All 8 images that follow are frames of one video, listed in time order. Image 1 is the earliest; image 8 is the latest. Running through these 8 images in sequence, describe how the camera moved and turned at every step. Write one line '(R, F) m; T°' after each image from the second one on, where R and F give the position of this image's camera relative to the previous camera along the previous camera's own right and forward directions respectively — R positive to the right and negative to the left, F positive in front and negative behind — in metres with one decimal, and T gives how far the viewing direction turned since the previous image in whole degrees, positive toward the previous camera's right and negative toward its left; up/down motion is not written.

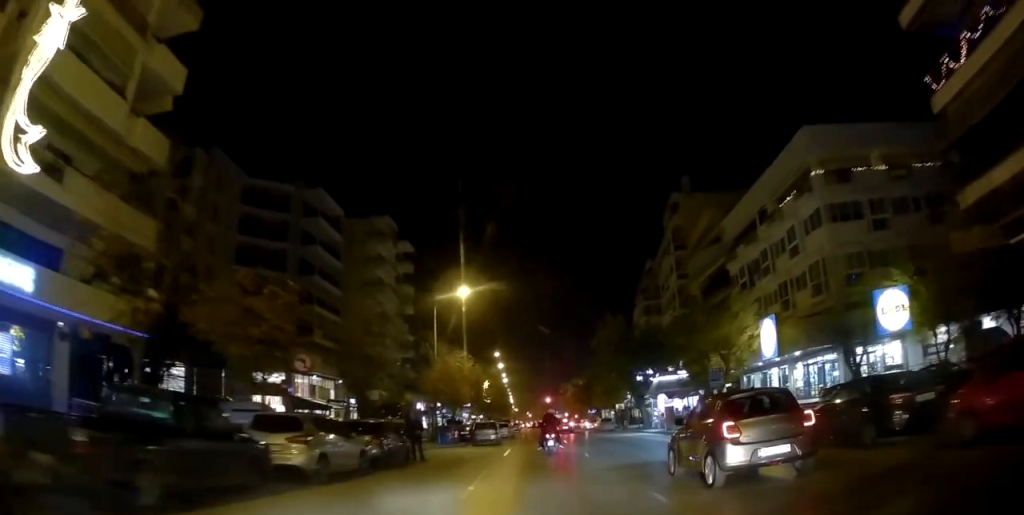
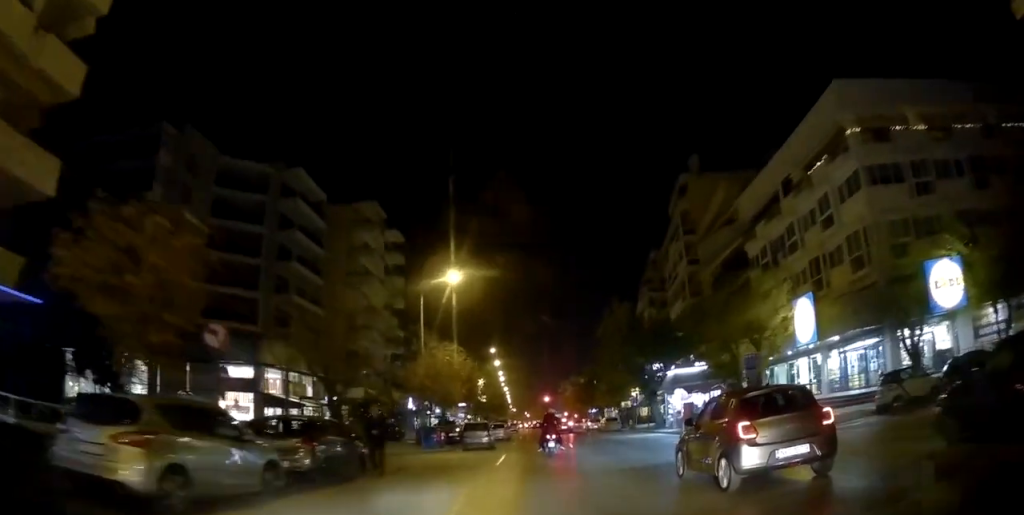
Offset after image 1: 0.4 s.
(-0.3, +5.1) m; -1°
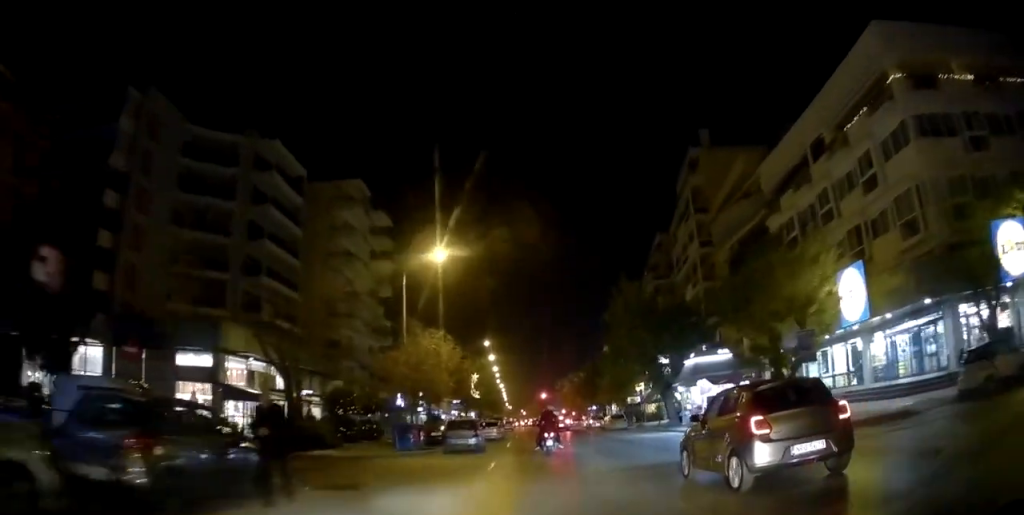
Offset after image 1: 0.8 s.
(-0.6, +5.3) m; -1°
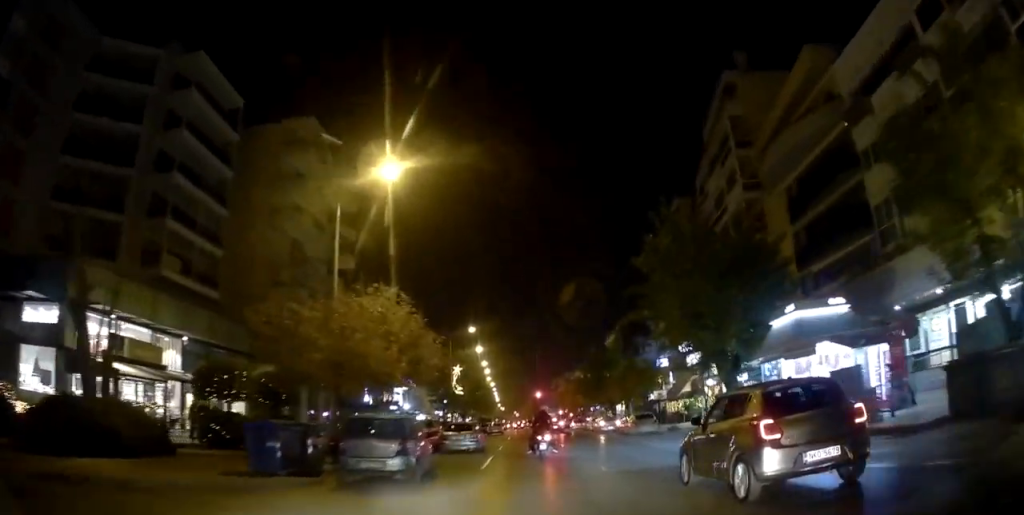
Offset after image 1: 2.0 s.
(+0.3, +13.6) m; +1°
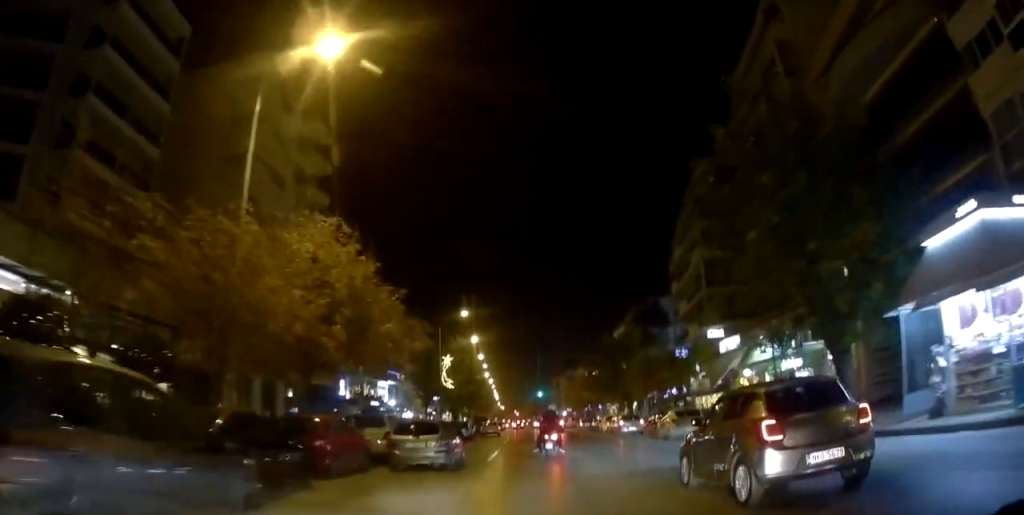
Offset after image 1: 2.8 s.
(-0.3, +9.6) m; -1°
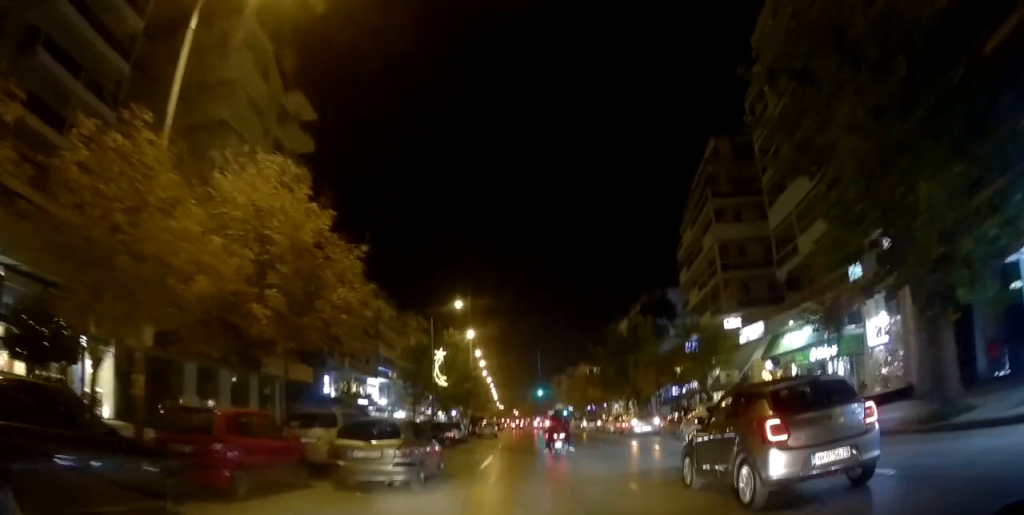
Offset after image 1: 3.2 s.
(-0.1, +4.6) m; 0°
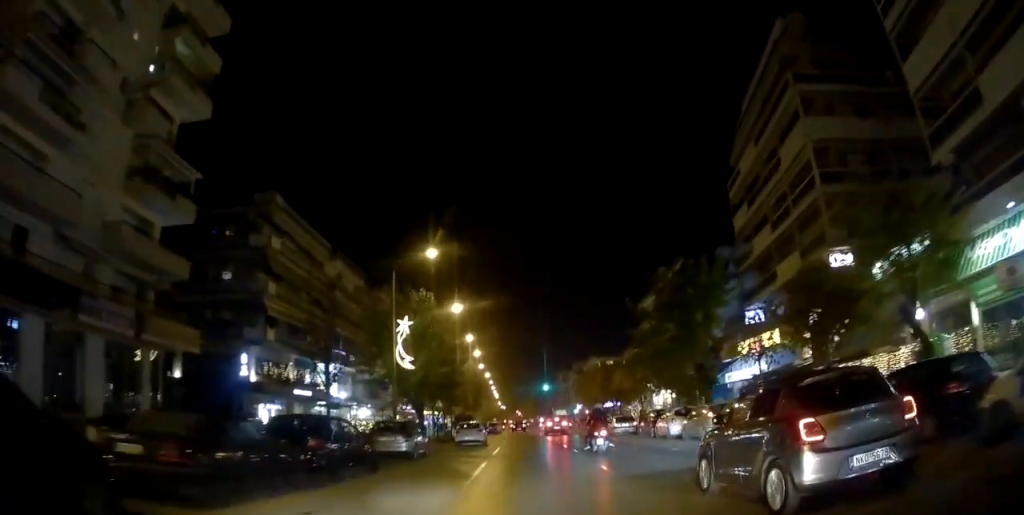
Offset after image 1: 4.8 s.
(+0.5, +17.5) m; +3°
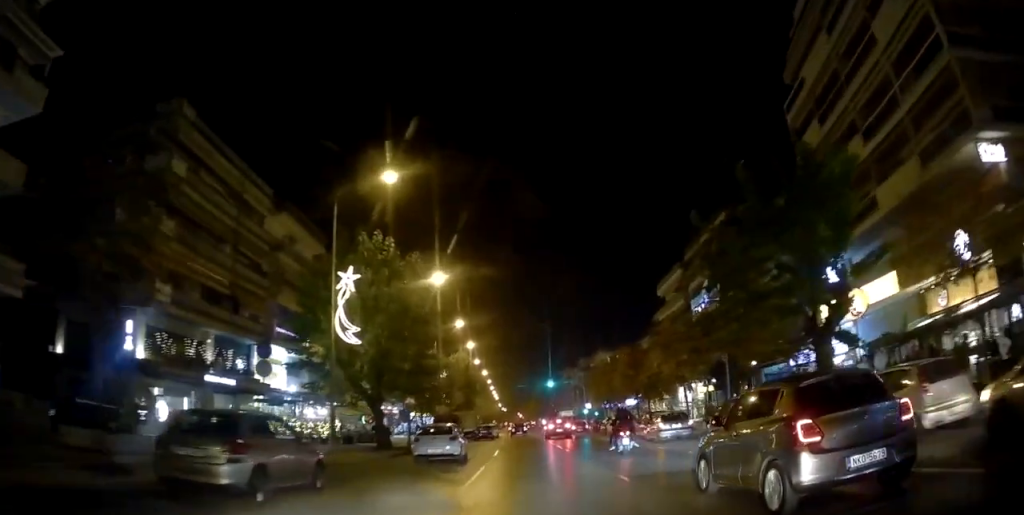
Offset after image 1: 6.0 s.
(+0.3, +12.8) m; 0°
